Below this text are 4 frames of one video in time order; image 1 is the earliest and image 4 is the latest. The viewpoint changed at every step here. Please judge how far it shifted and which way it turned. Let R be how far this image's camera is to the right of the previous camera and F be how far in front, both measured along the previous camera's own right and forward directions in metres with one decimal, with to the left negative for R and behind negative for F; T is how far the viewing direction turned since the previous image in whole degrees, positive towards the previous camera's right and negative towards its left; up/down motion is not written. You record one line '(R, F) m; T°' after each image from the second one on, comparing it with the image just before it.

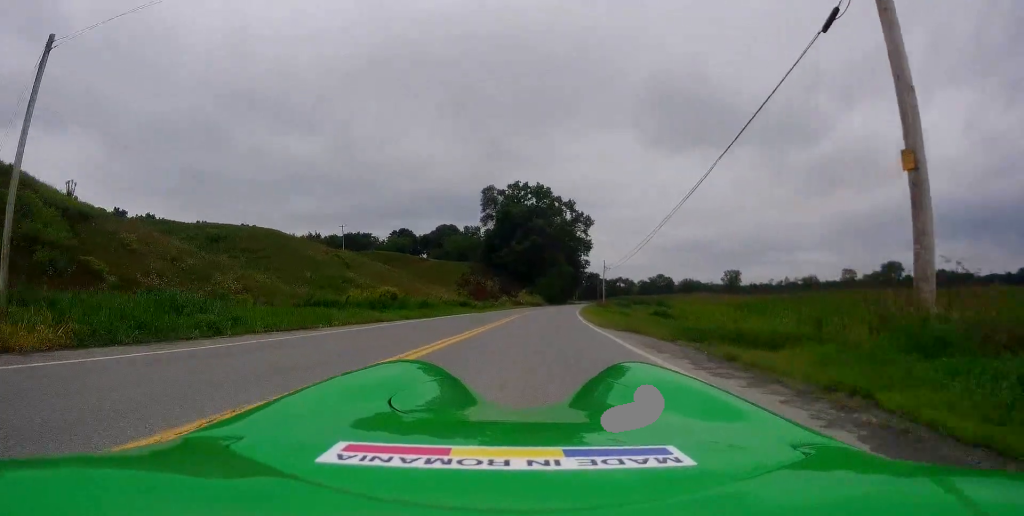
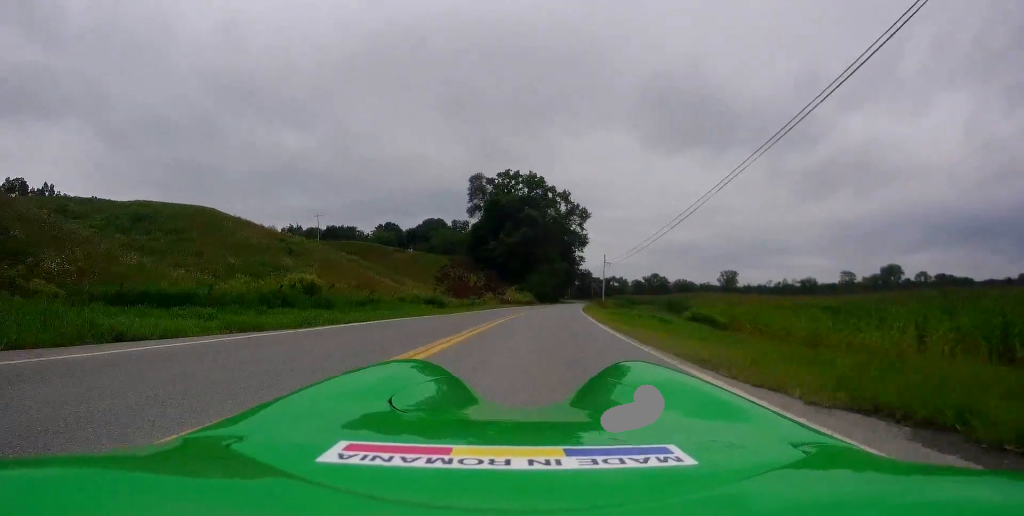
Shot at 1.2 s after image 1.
(+0.2, +14.1) m; -1°
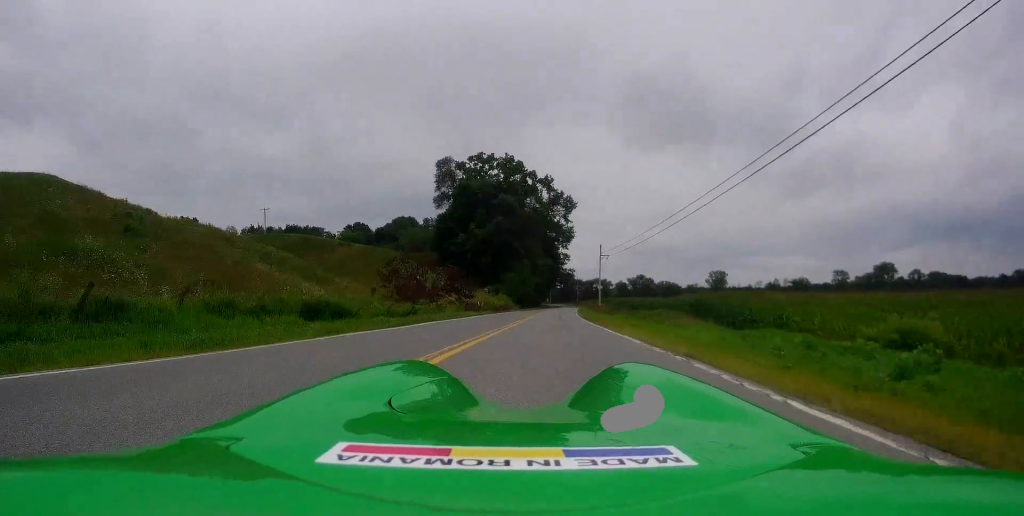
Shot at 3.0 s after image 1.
(-0.3, +21.5) m; +2°
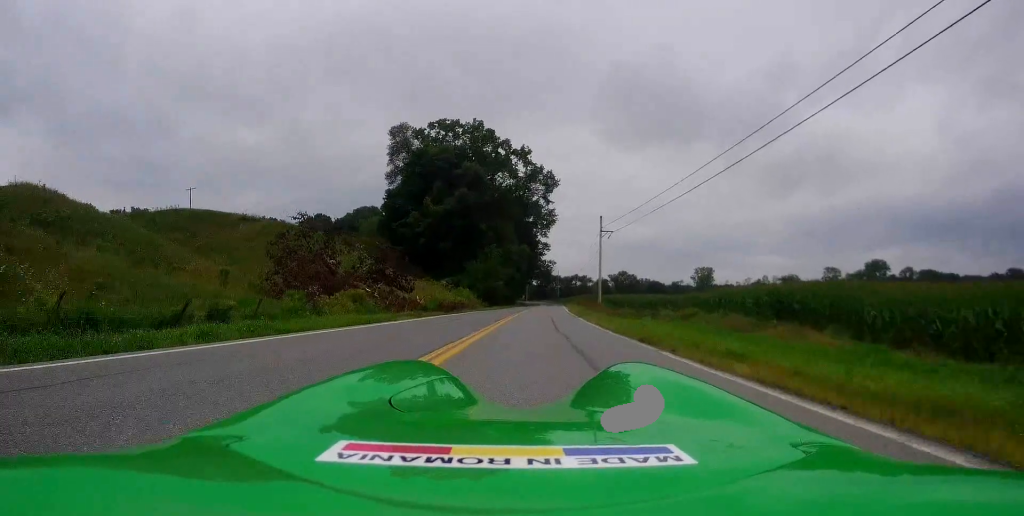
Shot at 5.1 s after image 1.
(+1.3, +23.7) m; +3°
